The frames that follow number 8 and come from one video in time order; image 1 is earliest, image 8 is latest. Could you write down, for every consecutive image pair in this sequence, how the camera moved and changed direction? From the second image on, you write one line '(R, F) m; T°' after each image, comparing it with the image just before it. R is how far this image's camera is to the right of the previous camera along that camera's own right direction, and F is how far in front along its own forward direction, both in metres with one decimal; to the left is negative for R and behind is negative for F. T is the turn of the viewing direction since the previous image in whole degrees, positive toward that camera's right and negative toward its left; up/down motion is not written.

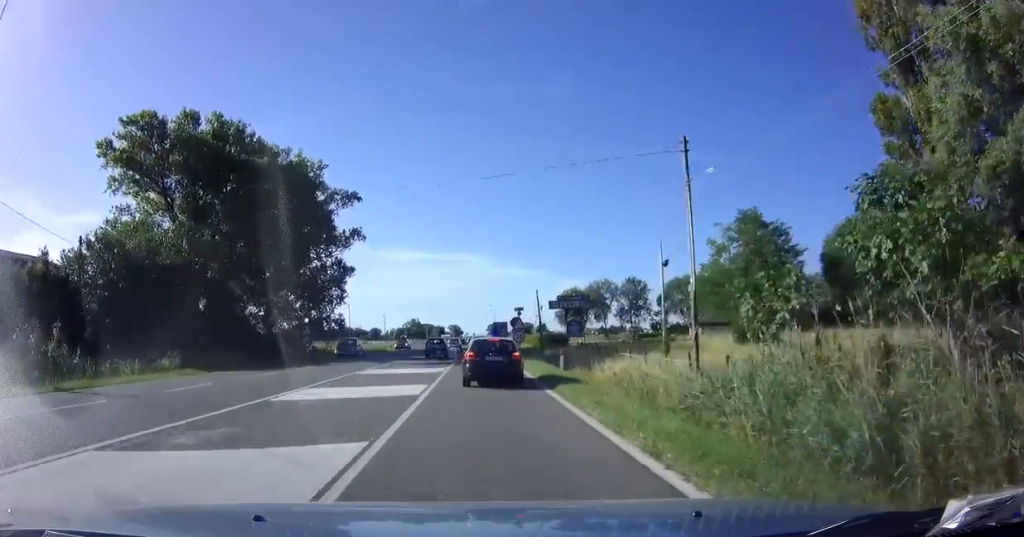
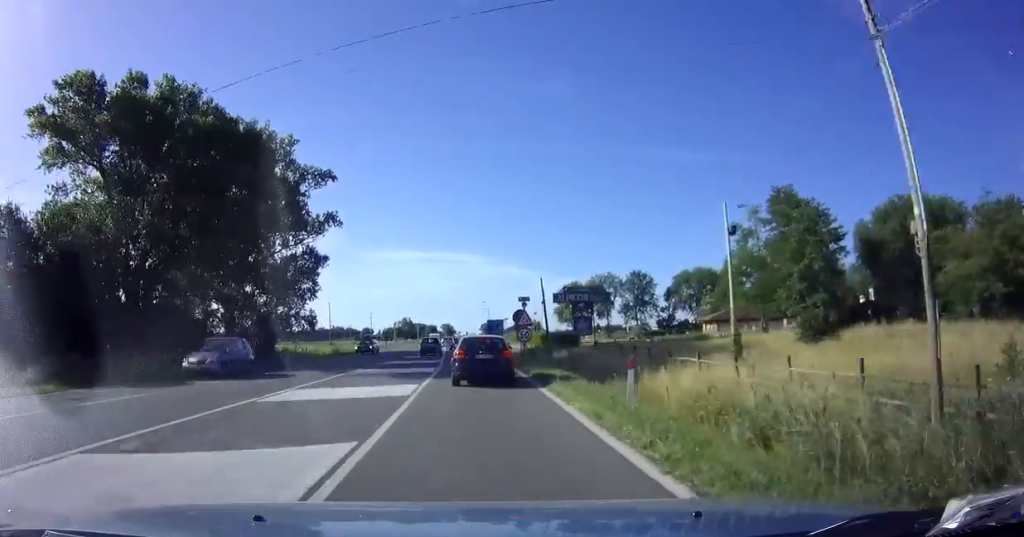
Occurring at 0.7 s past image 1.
(0.0, +9.2) m; 0°
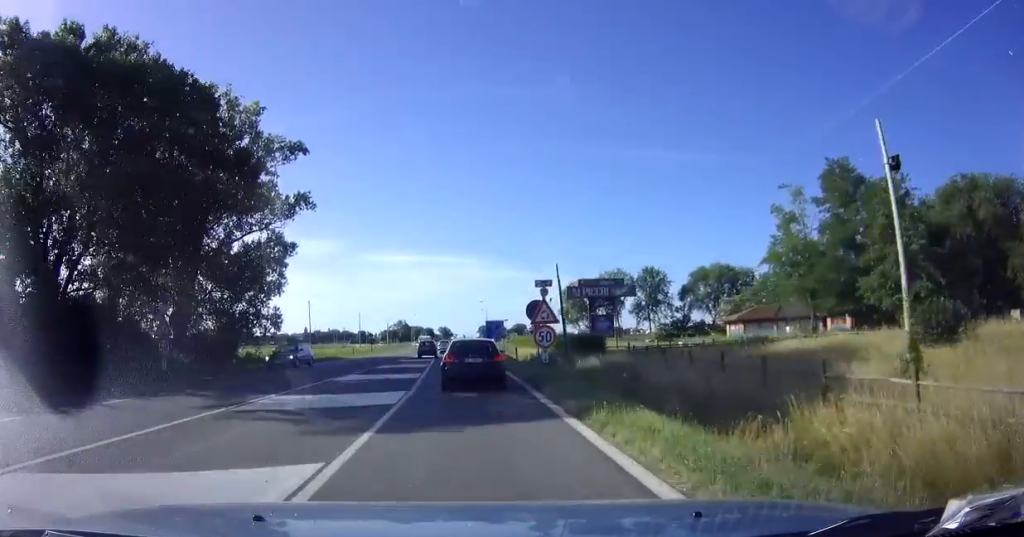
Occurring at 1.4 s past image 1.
(0.0, +9.9) m; 0°
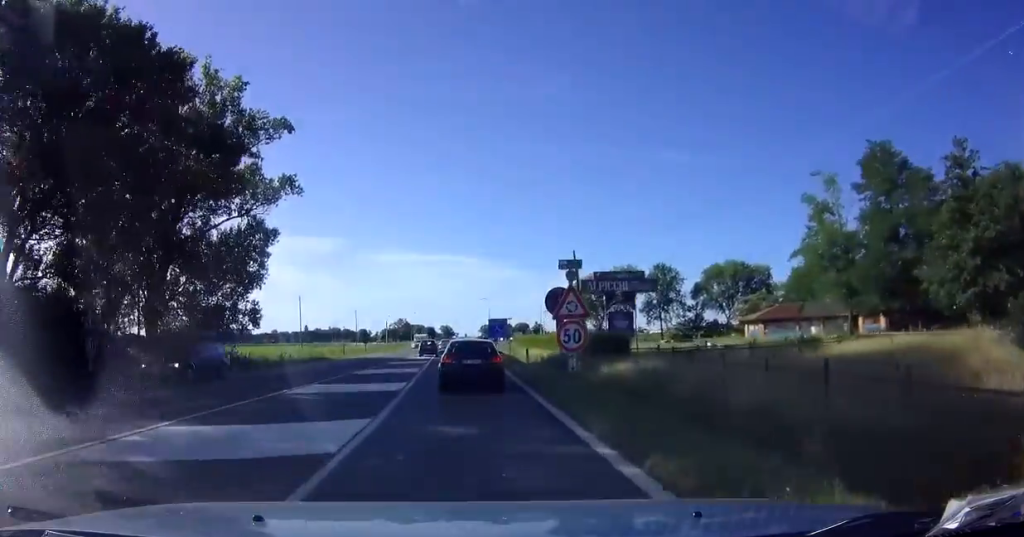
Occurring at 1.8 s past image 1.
(0.0, +5.6) m; 0°
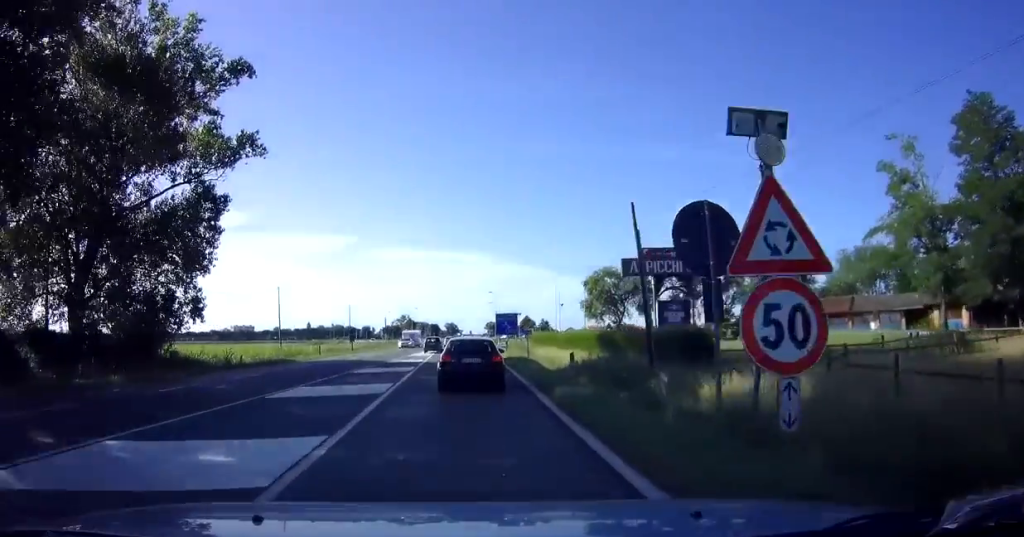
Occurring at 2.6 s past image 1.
(0.0, +10.3) m; -1°
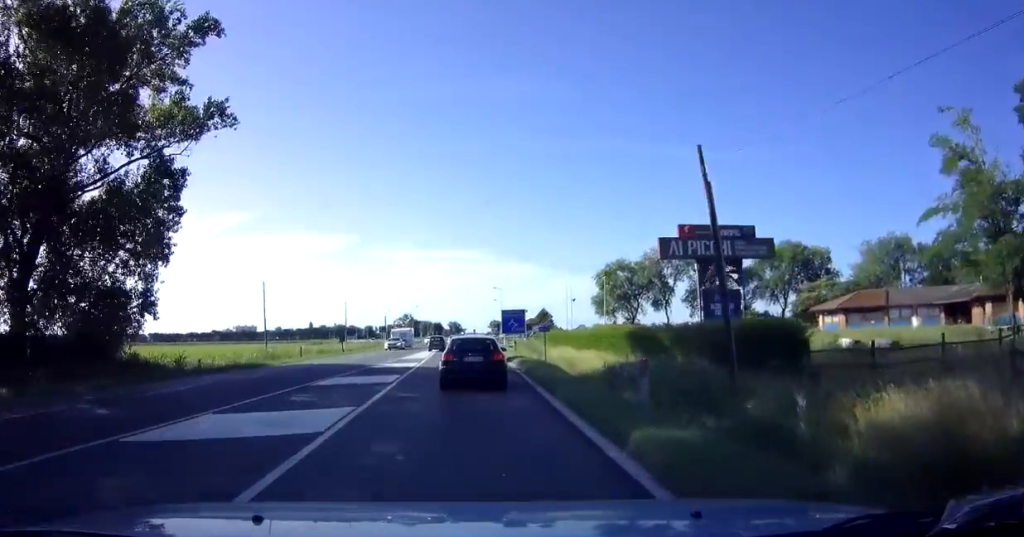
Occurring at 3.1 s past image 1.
(-0.1, +5.8) m; 0°
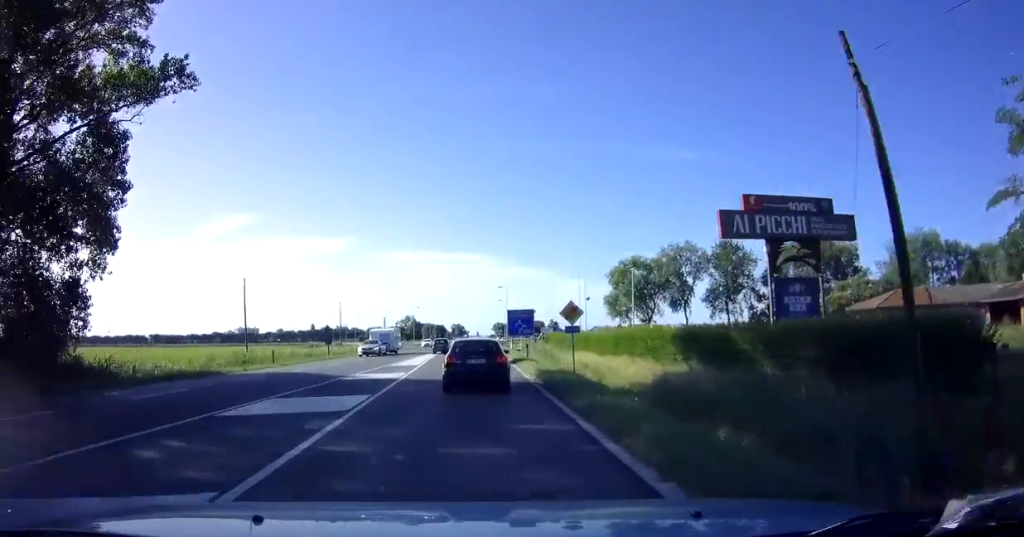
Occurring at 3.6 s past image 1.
(0.0, +6.2) m; 0°
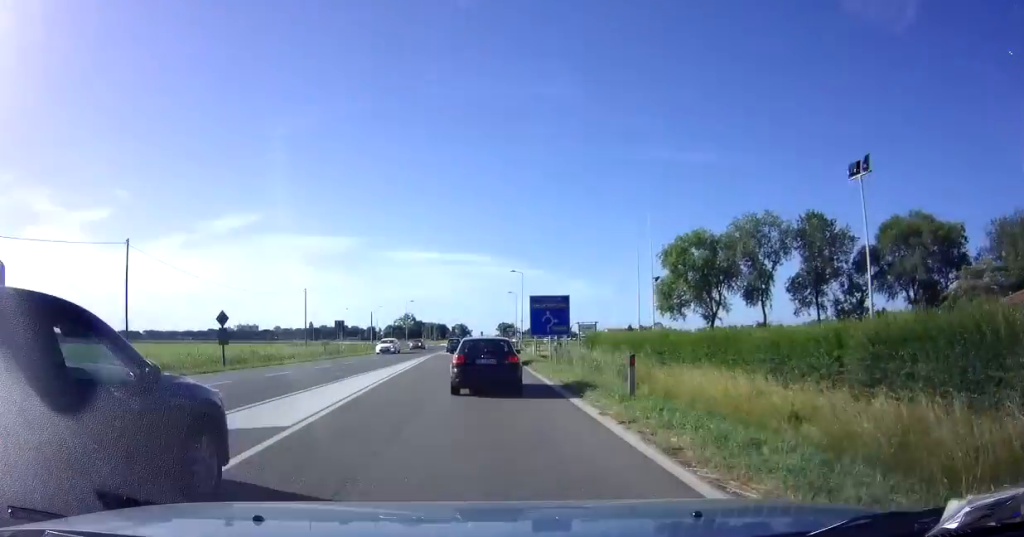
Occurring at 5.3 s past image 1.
(-0.1, +21.1) m; 0°
